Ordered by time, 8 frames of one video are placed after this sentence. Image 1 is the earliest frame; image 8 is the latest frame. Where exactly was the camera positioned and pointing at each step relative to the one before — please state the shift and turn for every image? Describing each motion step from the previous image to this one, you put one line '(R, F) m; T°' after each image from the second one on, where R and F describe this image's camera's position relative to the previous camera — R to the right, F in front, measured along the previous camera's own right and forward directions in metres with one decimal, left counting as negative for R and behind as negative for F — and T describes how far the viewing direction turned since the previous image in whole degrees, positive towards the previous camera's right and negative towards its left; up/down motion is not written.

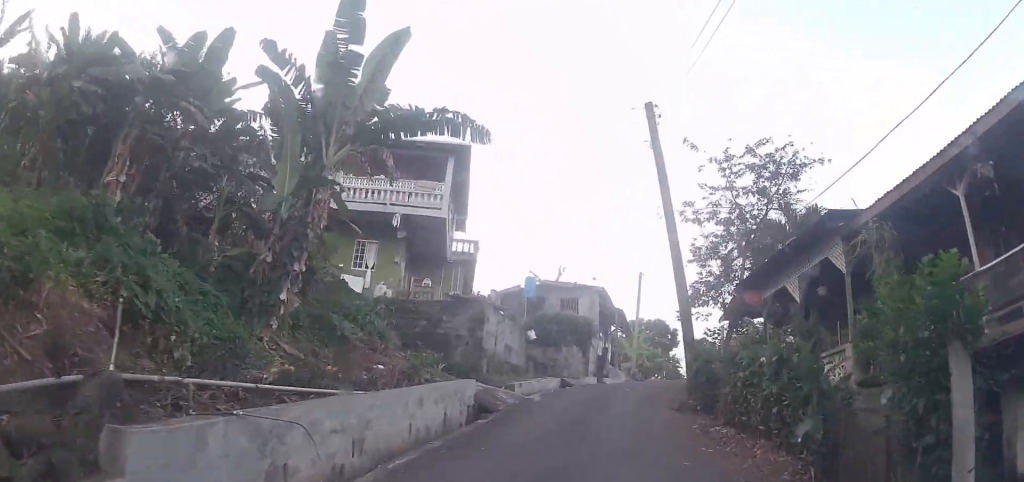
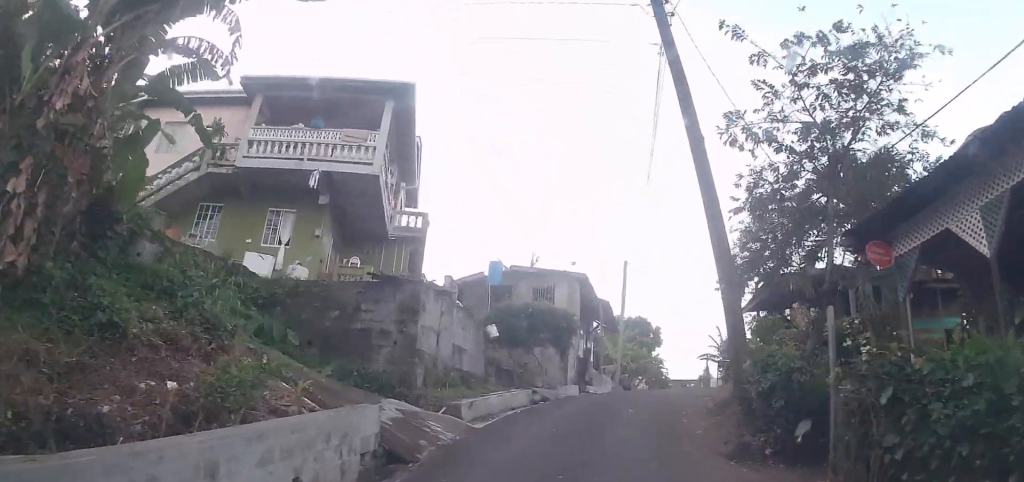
(+0.4, +6.7) m; +7°
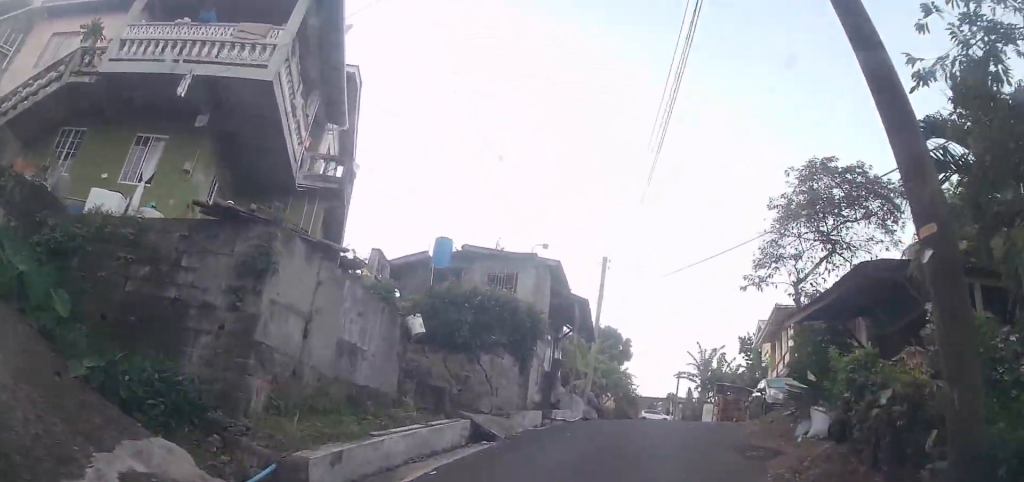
(+0.4, +5.6) m; +4°
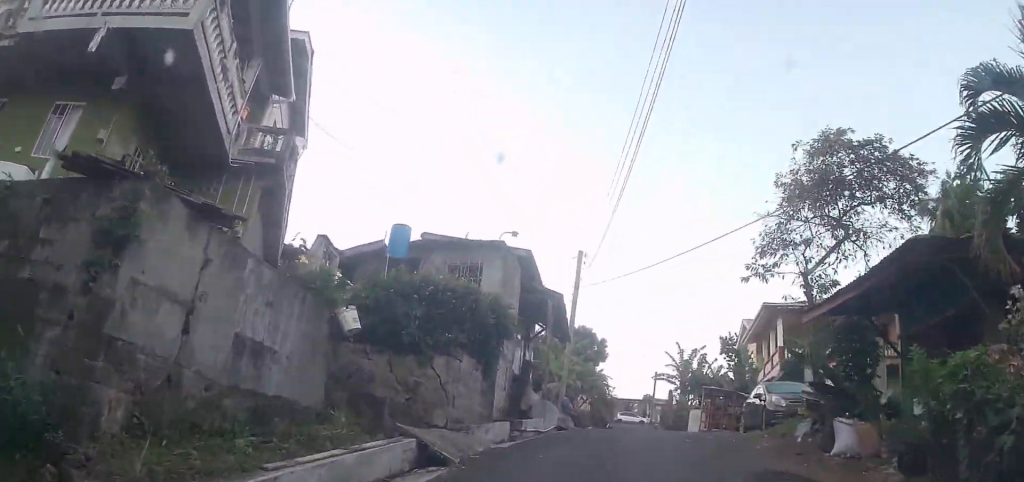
(0.0, +1.9) m; 0°
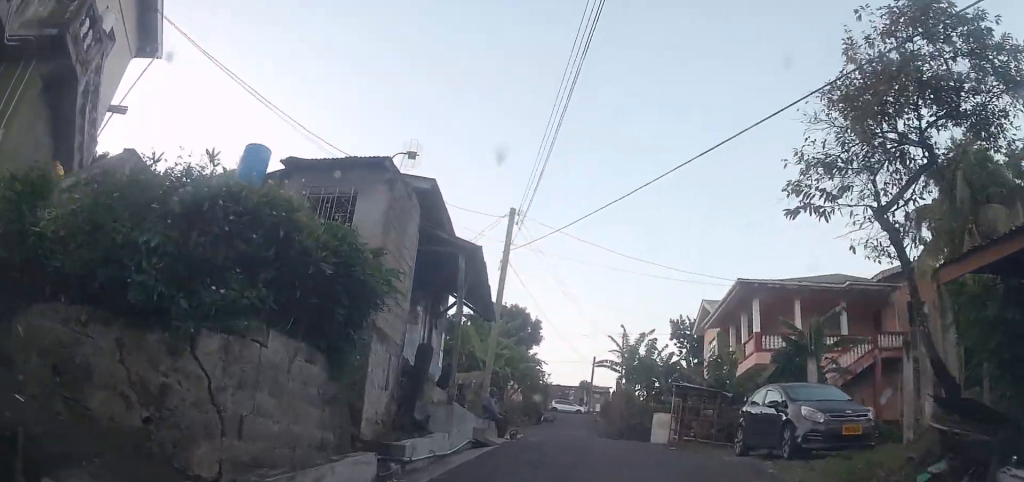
(0.0, +4.9) m; 0°
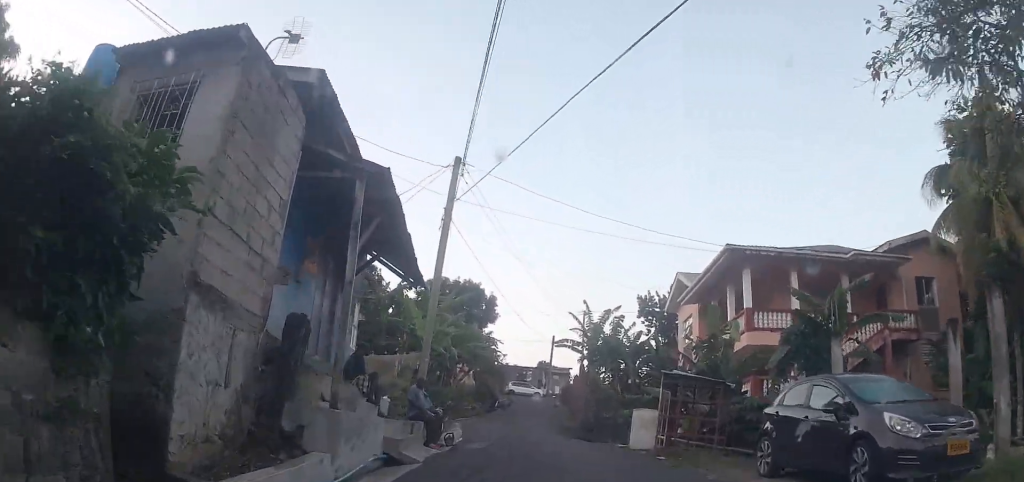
(0.0, +2.9) m; +1°
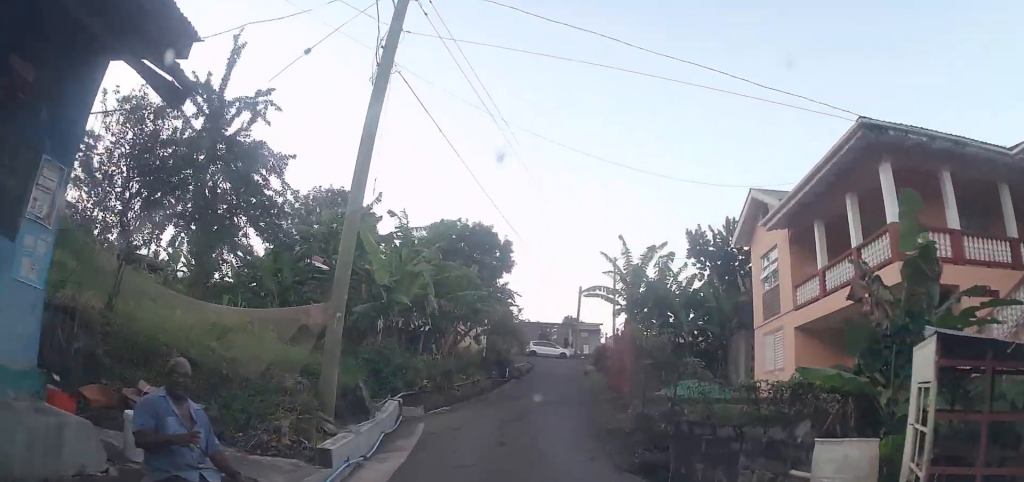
(+0.8, +8.6) m; +7°
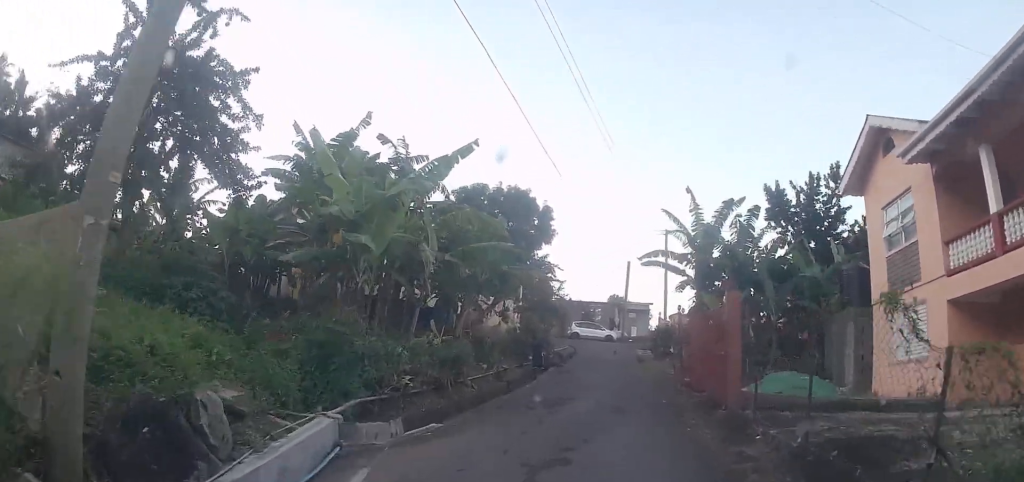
(-0.2, +7.2) m; +2°
